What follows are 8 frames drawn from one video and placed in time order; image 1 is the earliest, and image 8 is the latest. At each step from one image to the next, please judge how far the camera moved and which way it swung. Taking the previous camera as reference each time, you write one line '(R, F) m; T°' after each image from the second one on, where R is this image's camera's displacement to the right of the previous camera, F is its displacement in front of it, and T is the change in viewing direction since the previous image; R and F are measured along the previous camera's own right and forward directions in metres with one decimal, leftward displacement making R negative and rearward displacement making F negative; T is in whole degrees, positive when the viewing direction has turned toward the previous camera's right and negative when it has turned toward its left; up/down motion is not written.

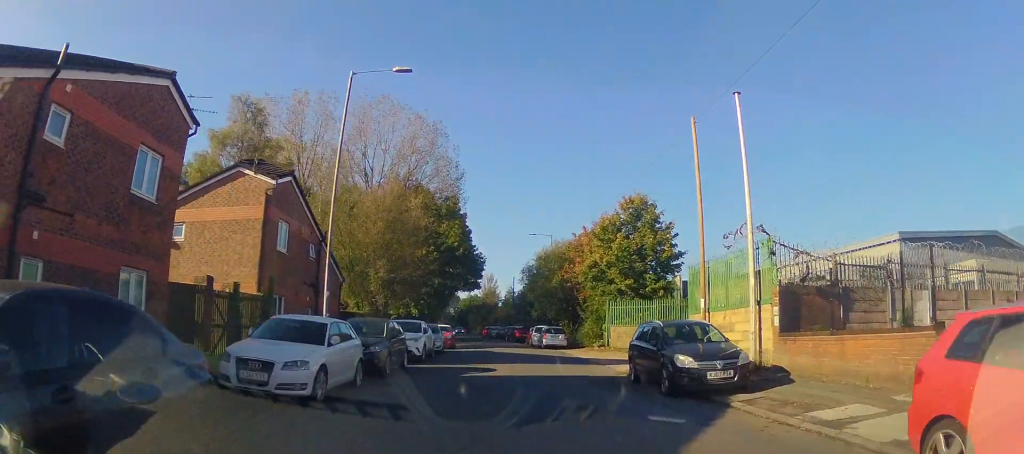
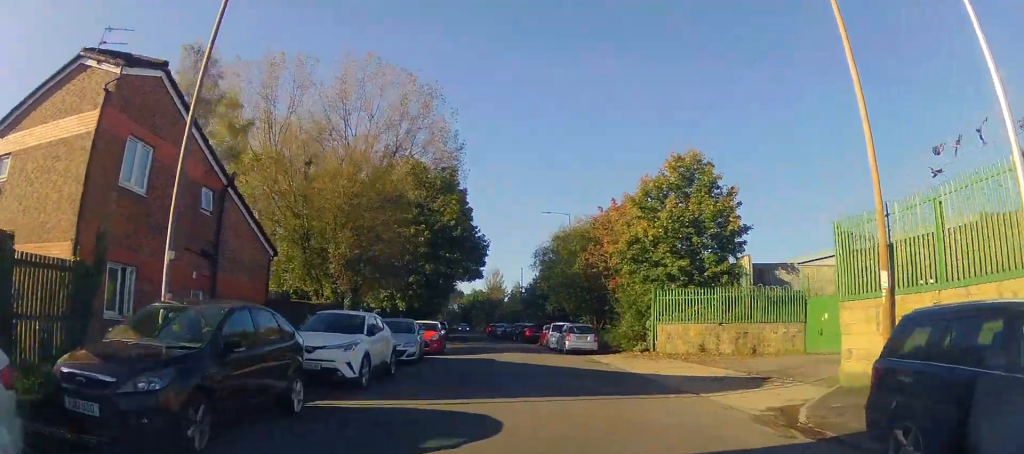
(+0.4, +9.5) m; 0°
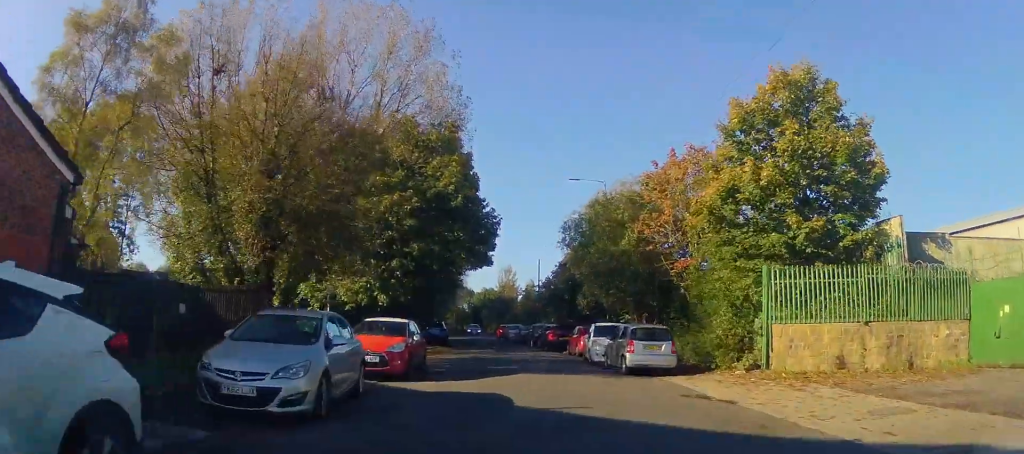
(-0.5, +10.6) m; -1°
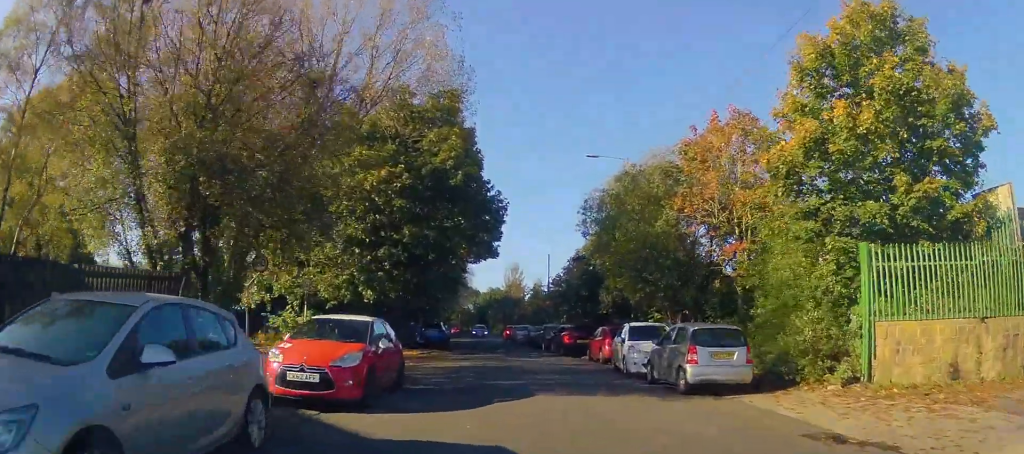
(+0.3, +4.7) m; -1°
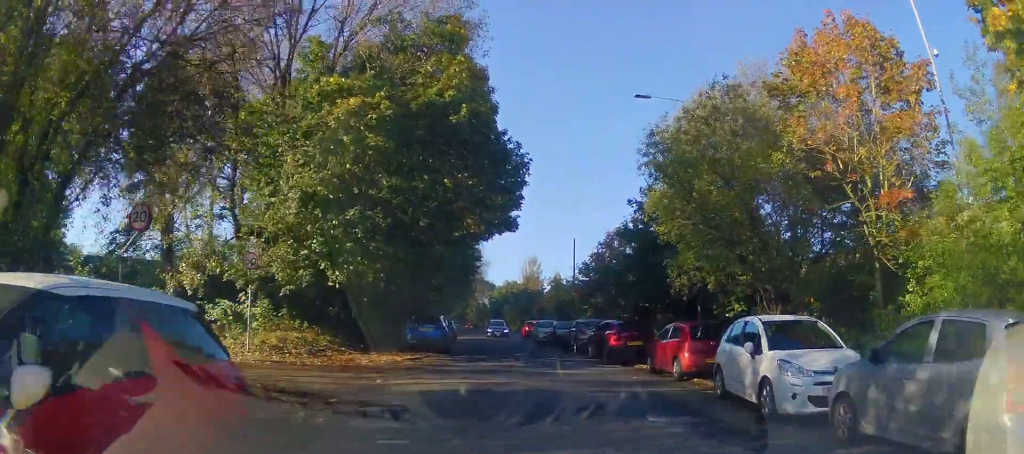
(-0.3, +7.8) m; -2°
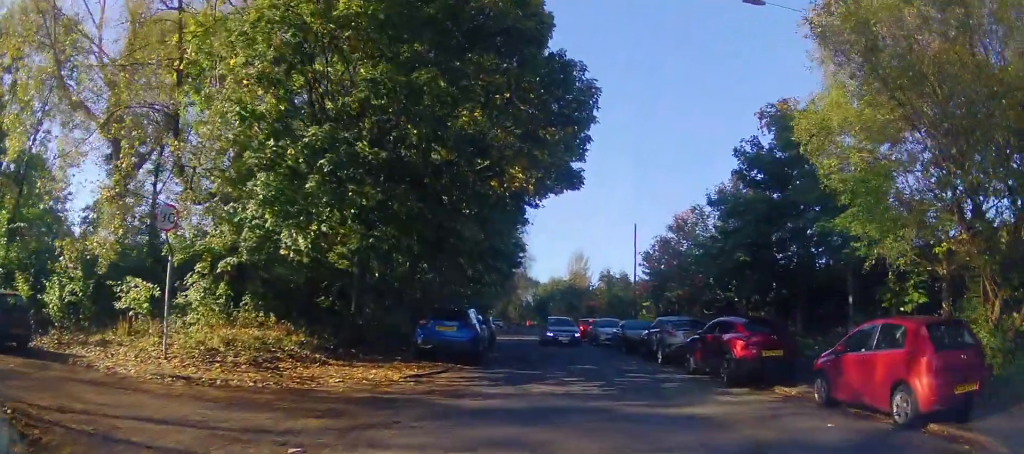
(0.0, +7.9) m; -1°
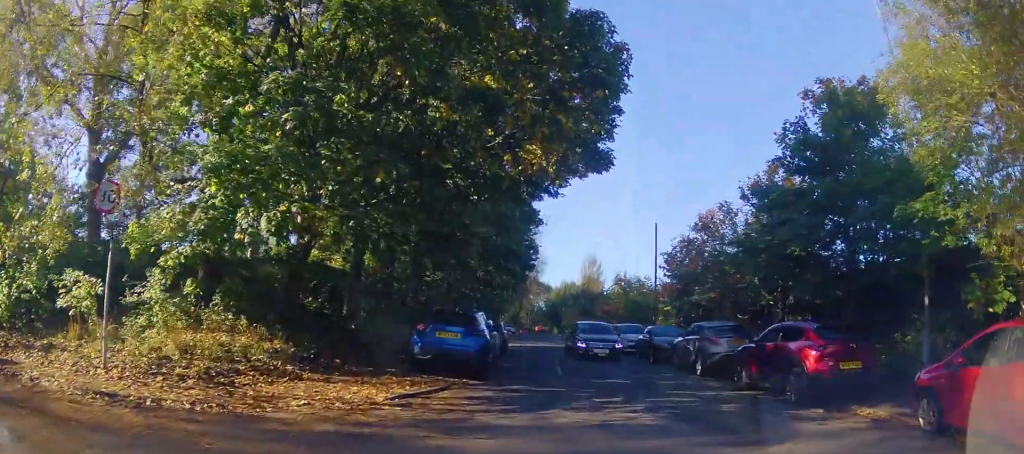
(-0.1, +2.8) m; -2°
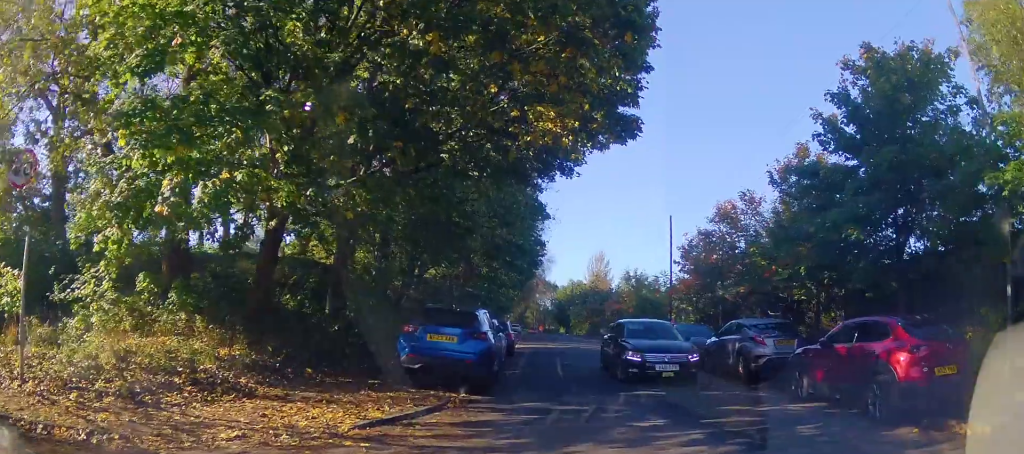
(-0.2, +2.9) m; -3°
